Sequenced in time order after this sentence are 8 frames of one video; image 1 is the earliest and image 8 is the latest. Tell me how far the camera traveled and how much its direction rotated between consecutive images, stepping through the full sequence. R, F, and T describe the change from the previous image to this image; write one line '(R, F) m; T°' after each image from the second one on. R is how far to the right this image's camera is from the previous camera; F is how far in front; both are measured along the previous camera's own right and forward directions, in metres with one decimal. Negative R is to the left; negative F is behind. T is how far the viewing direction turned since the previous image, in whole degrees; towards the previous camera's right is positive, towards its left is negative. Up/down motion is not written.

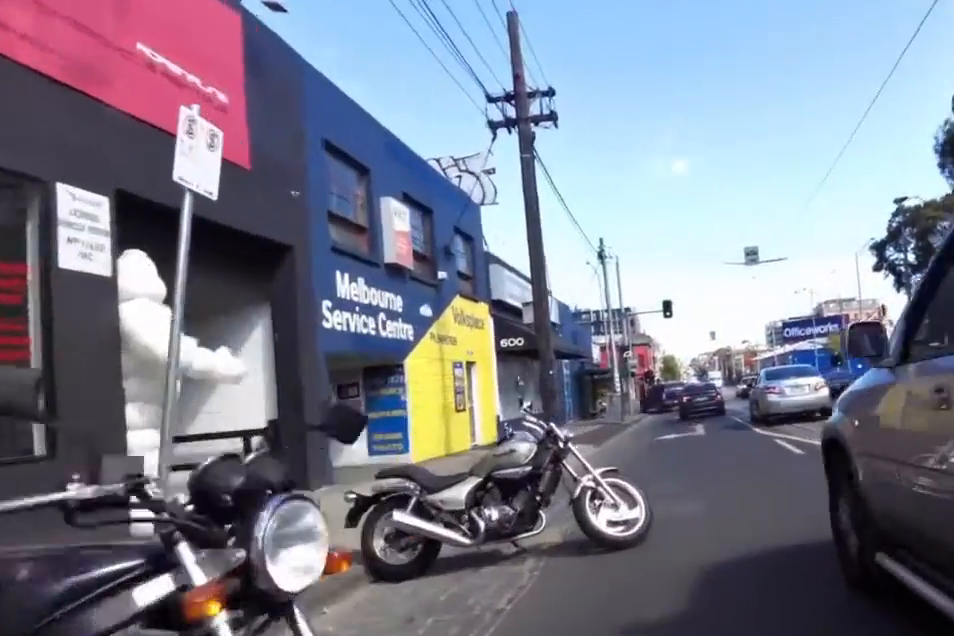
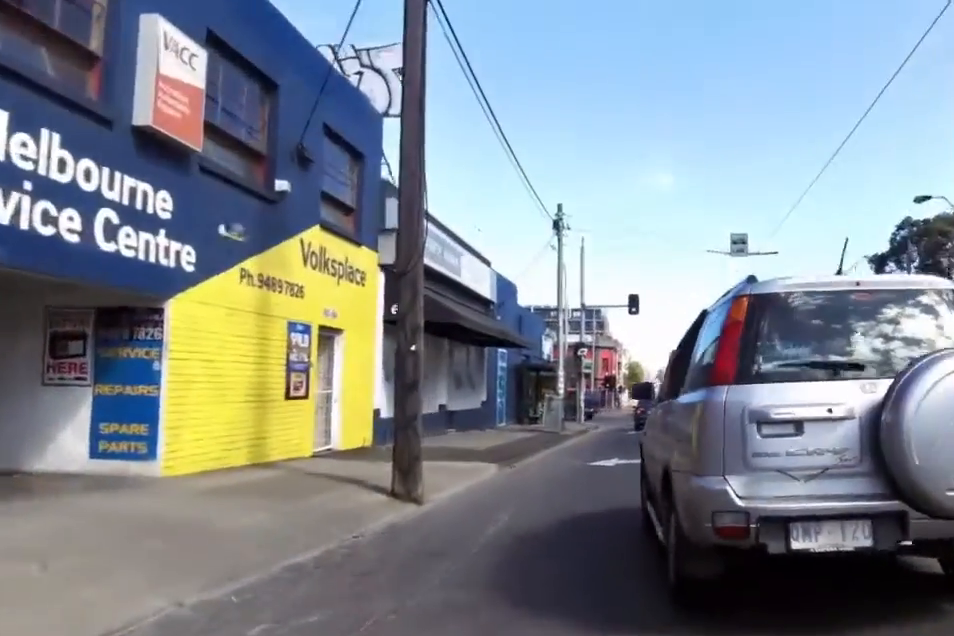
(+0.3, +8.4) m; +7°
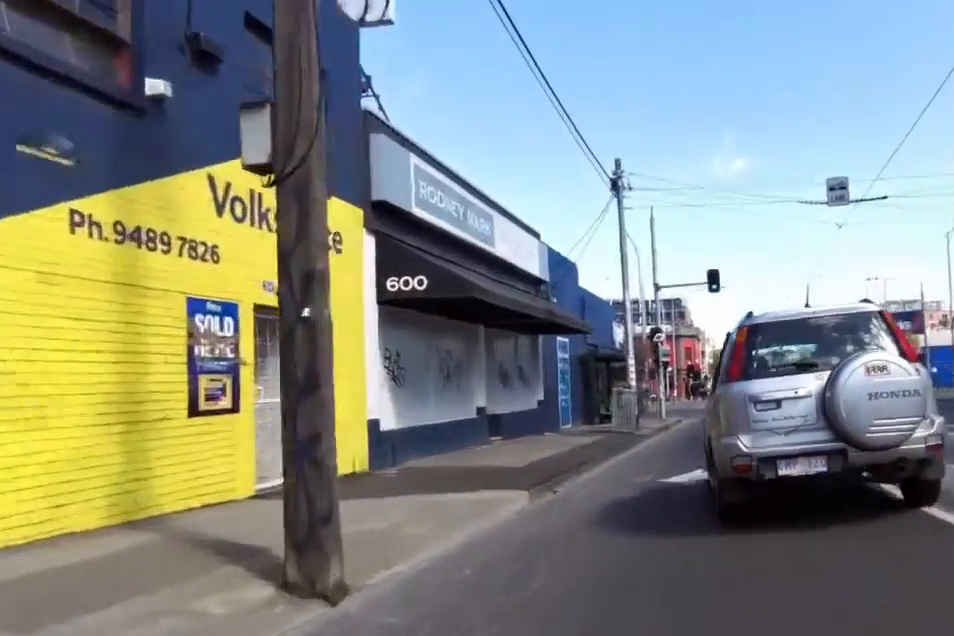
(+0.7, +5.6) m; +1°
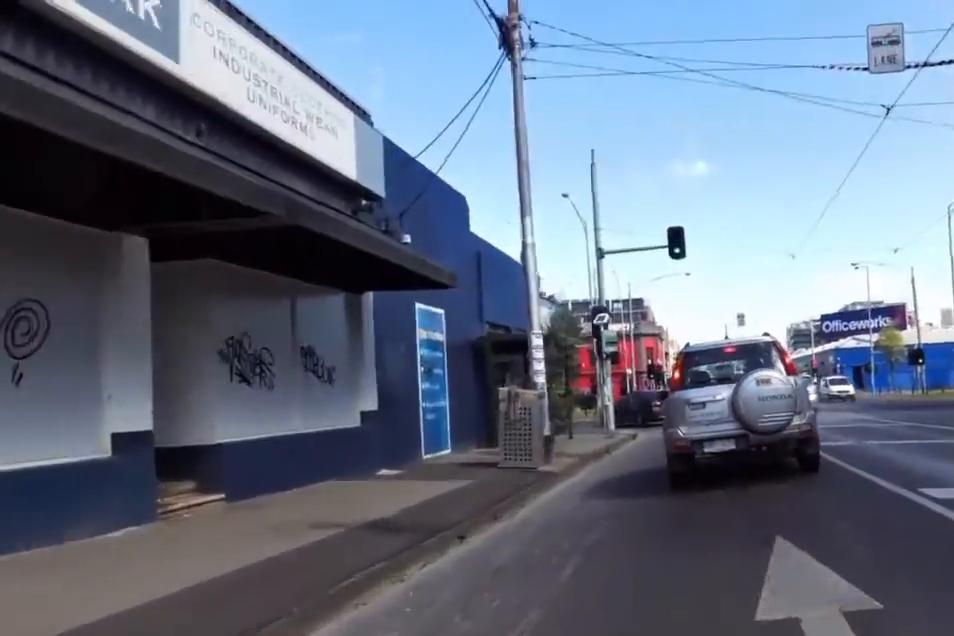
(-1.0, +9.9) m; -8°
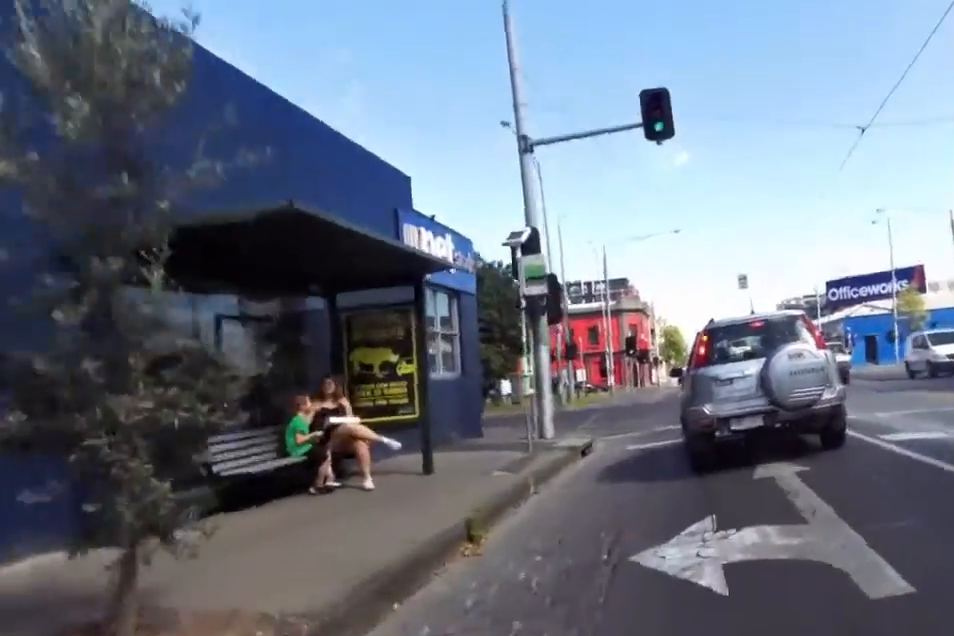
(-0.2, +12.0) m; +5°
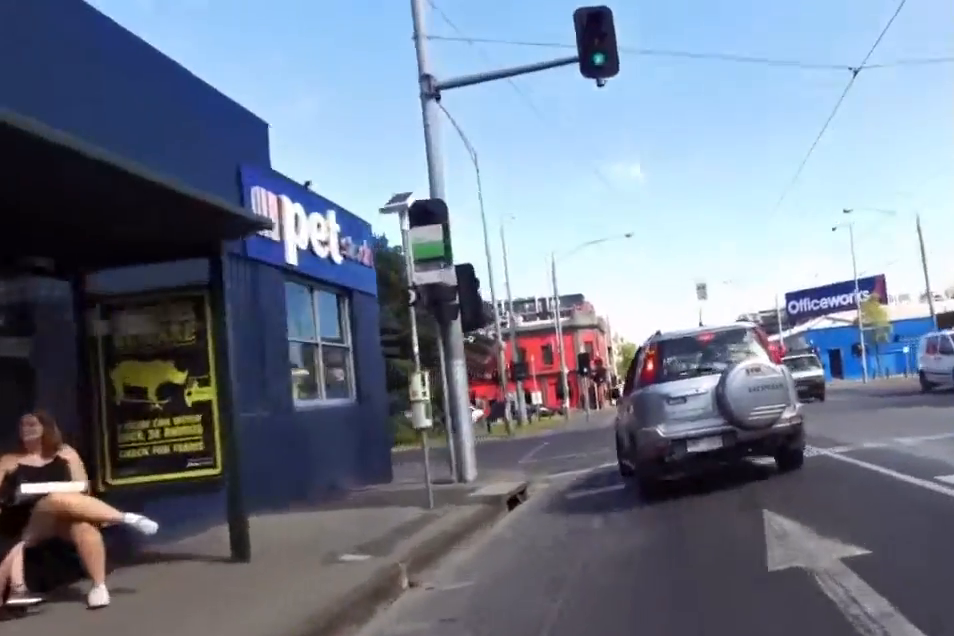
(+0.1, +3.6) m; +4°
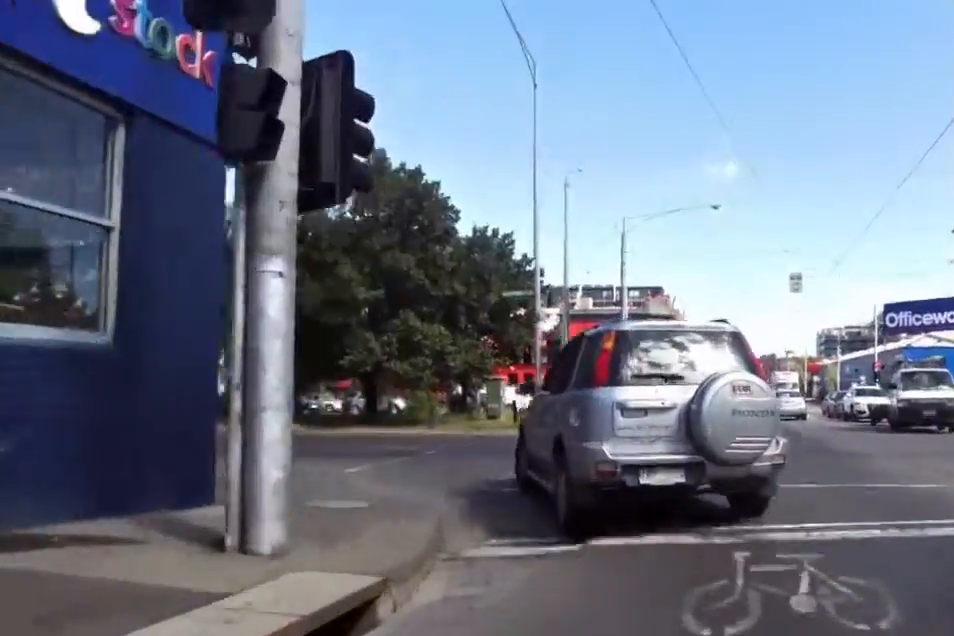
(+0.8, +8.0) m; +6°
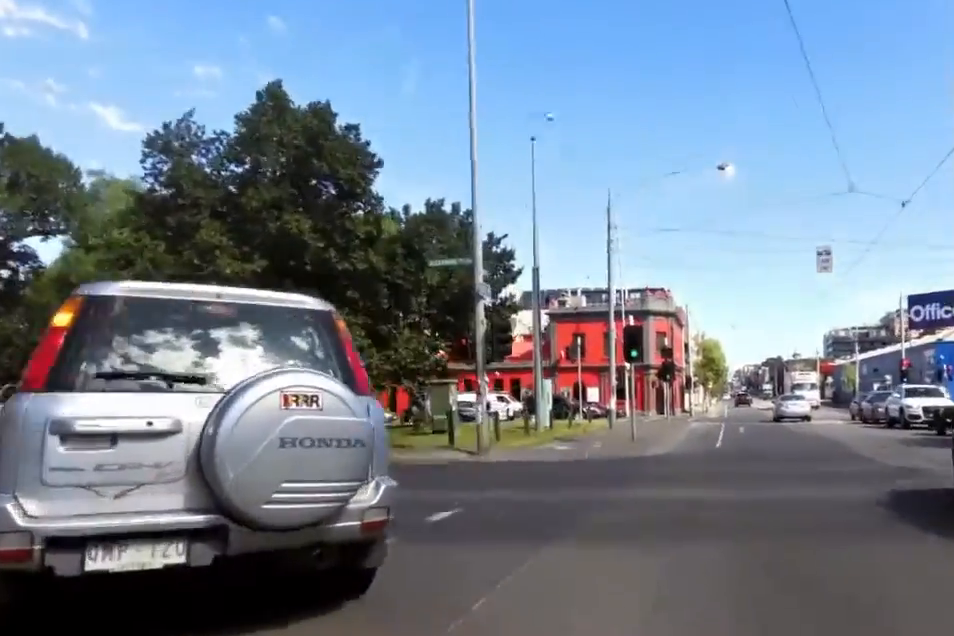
(+0.2, +7.8) m; -7°
